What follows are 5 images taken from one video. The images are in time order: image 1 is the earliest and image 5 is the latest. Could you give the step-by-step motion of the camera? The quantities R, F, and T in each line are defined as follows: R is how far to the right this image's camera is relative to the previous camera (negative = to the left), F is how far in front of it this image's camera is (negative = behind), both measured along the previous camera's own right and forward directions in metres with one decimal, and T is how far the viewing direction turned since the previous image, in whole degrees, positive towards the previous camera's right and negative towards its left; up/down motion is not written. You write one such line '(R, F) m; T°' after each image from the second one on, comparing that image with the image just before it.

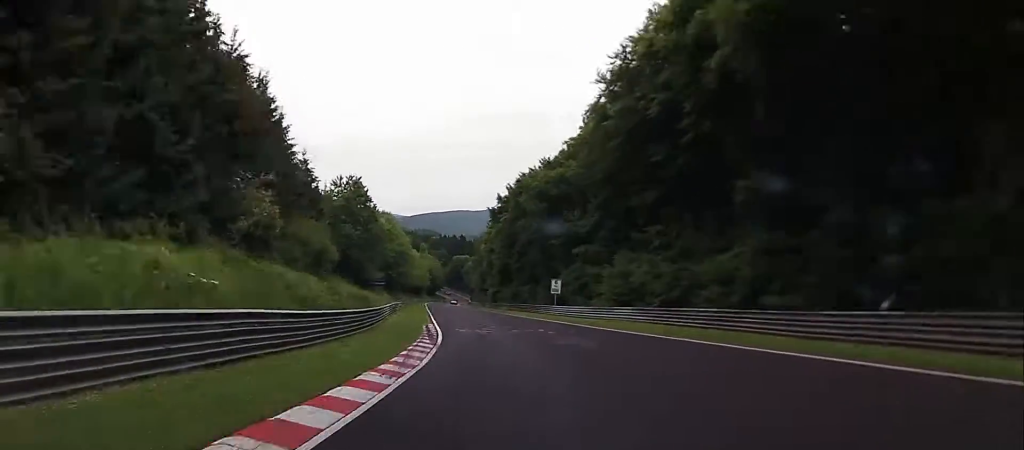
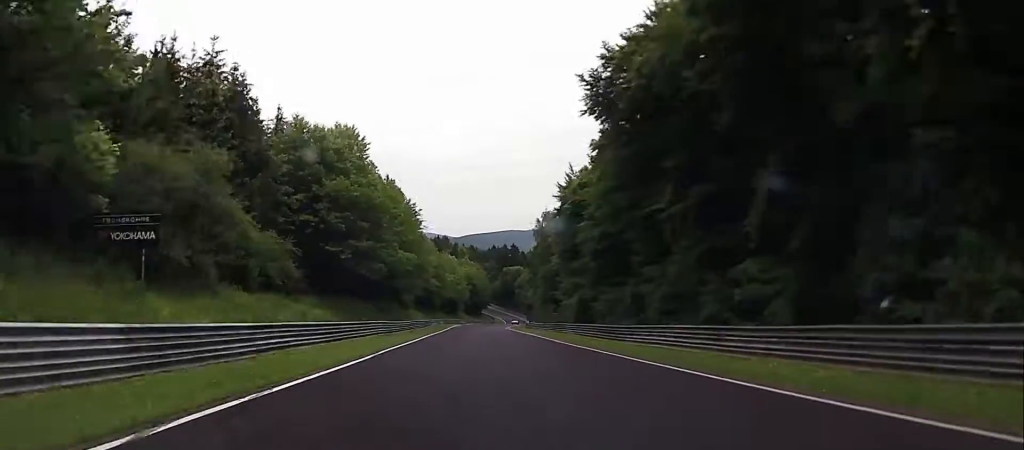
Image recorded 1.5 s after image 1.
(-3.6, +69.6) m; -5°
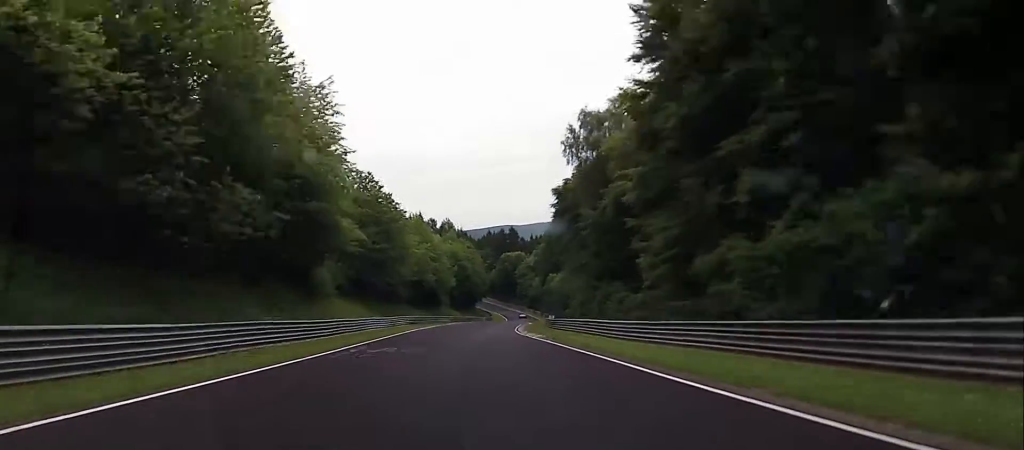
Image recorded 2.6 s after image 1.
(-0.9, +53.7) m; 0°
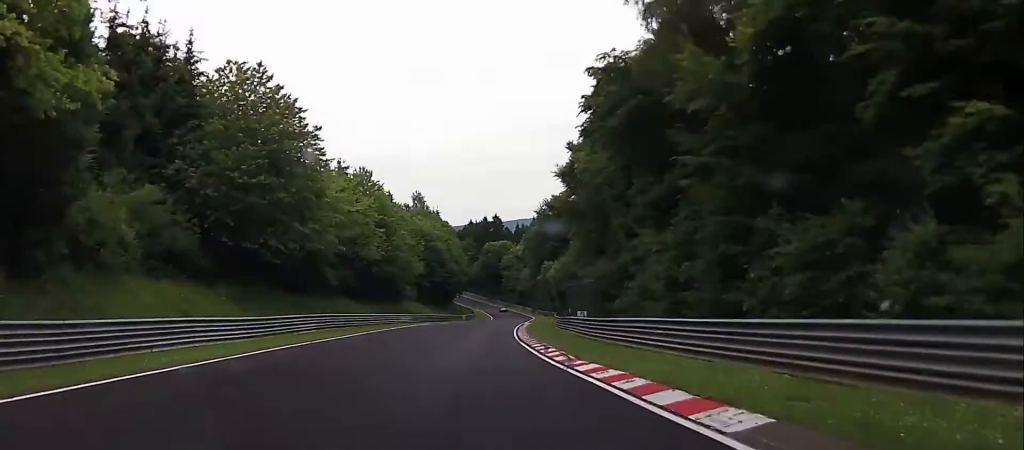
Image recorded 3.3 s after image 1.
(+0.1, +31.9) m; +1°
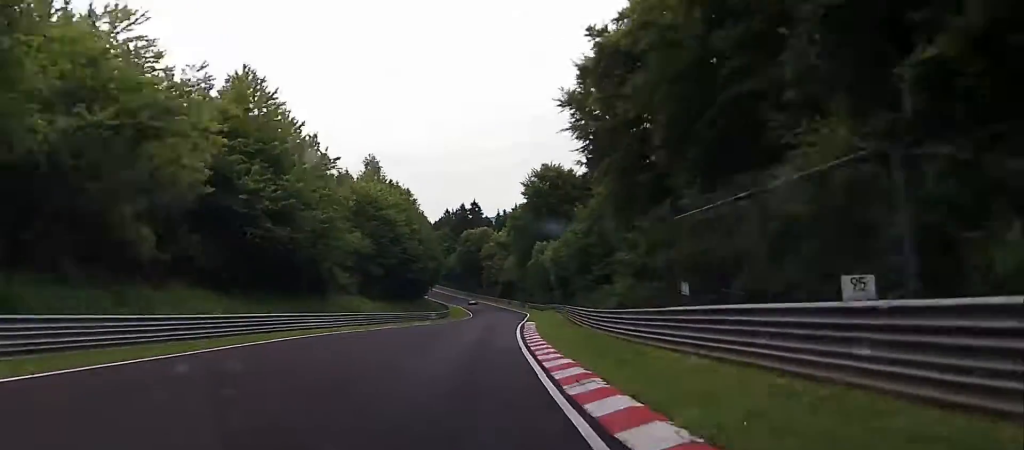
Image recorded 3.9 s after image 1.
(+0.2, +30.0) m; +1°
